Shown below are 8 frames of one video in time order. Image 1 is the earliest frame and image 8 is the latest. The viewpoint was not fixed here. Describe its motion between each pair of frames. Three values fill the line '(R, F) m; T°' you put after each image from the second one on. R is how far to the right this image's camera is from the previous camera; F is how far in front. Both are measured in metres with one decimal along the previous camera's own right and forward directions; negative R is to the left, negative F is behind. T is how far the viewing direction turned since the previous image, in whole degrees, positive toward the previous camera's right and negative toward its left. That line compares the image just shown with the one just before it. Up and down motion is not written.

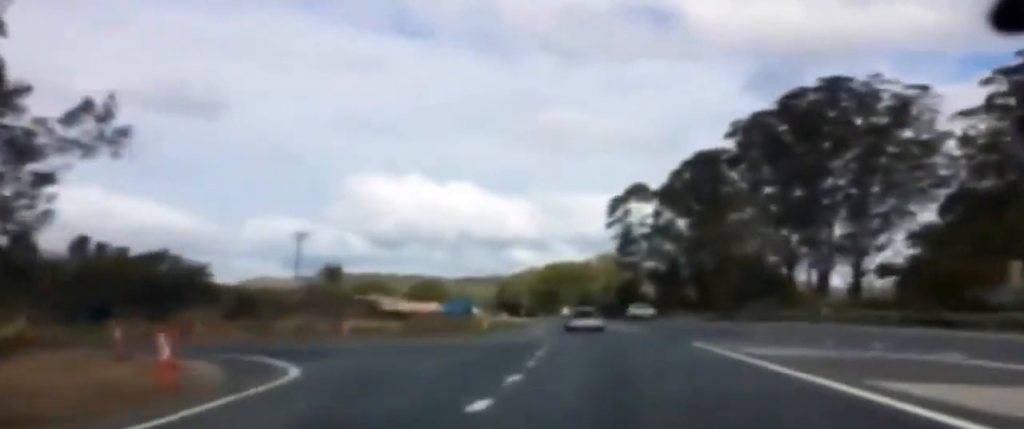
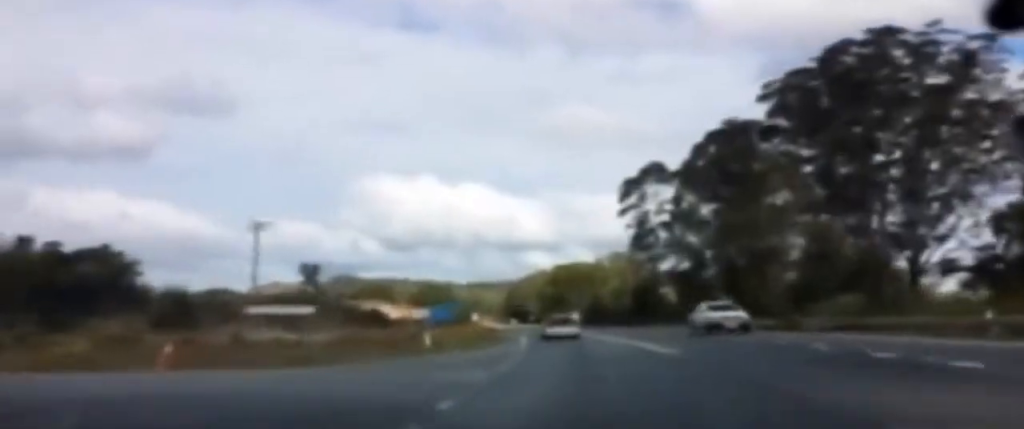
(-0.5, +22.7) m; -2°
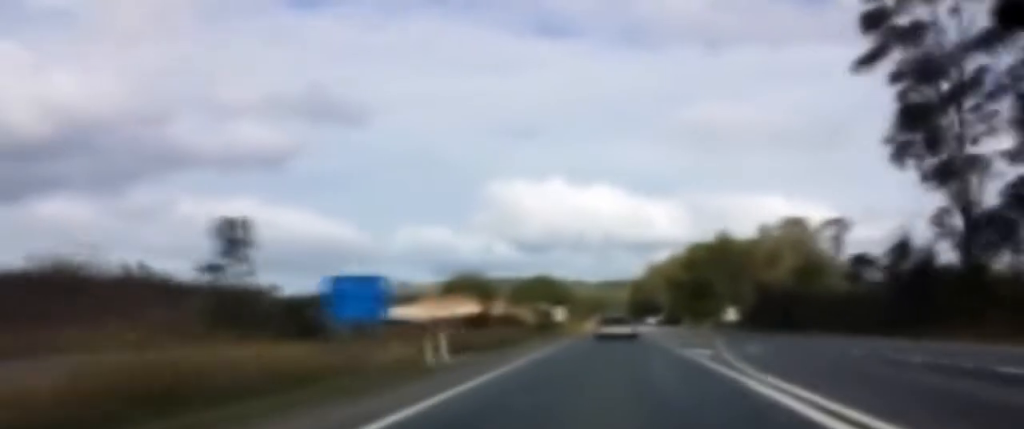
(-0.9, +46.1) m; -2°
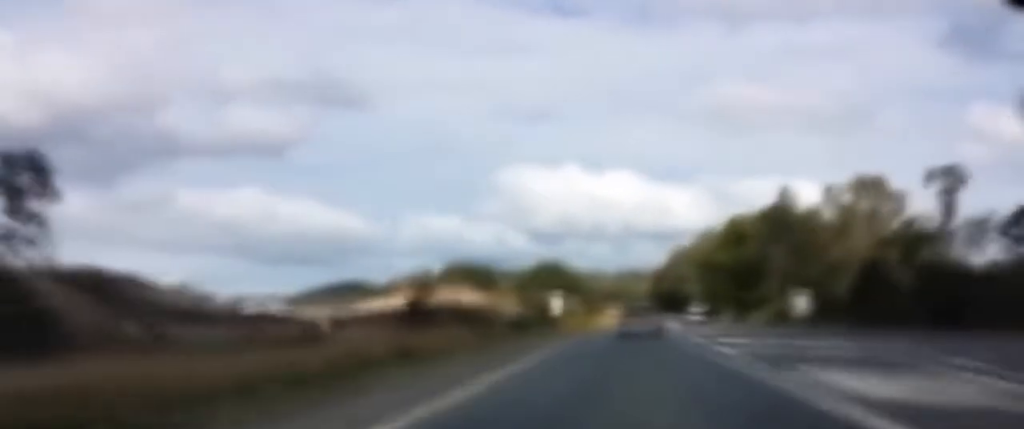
(-0.4, +26.9) m; 0°
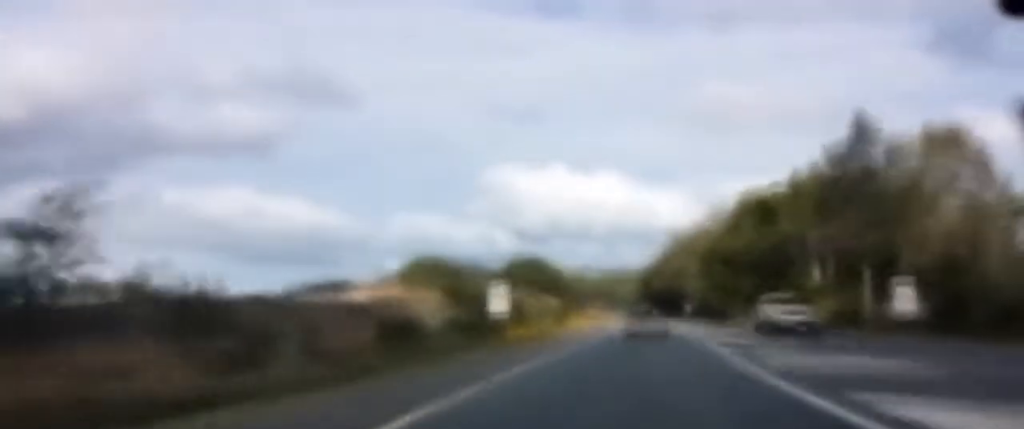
(+0.4, +28.7) m; +1°
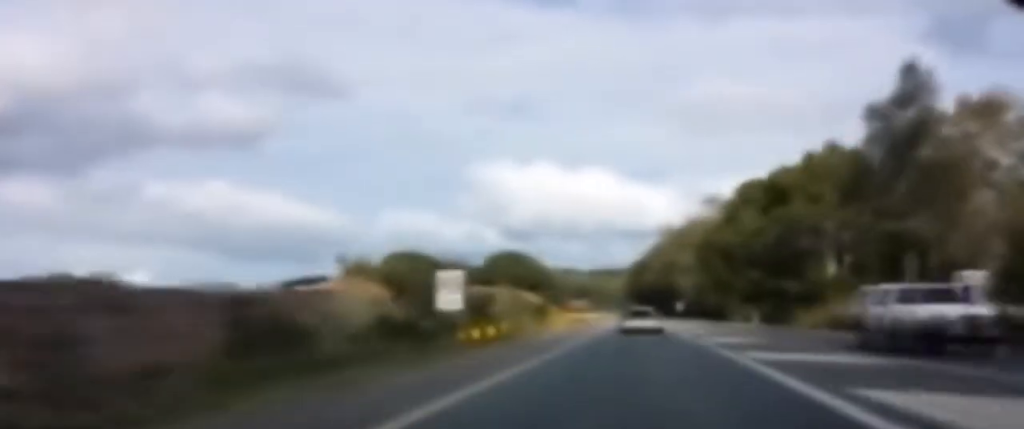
(+0.1, +9.7) m; 0°
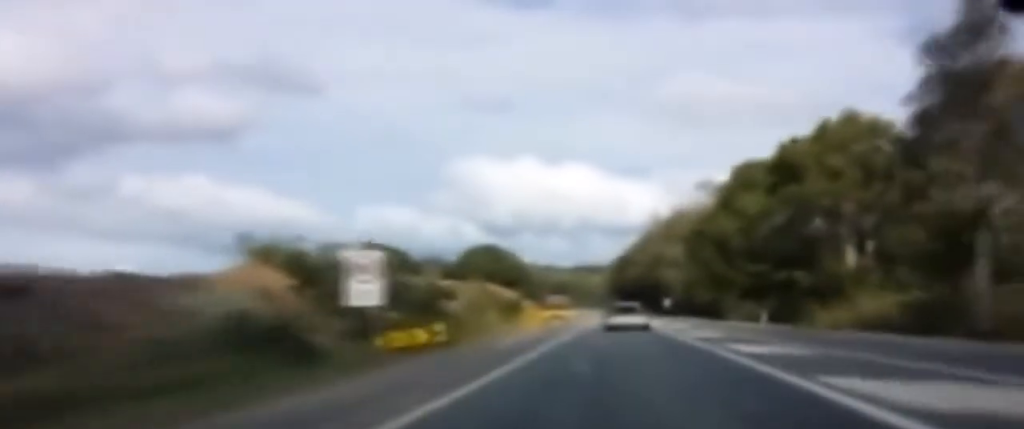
(-0.1, +9.5) m; 0°
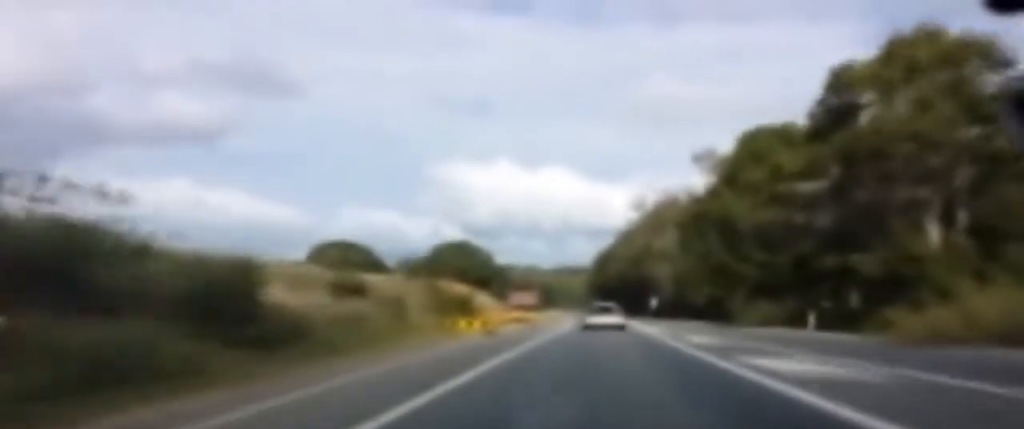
(0.0, +18.9) m; 0°
